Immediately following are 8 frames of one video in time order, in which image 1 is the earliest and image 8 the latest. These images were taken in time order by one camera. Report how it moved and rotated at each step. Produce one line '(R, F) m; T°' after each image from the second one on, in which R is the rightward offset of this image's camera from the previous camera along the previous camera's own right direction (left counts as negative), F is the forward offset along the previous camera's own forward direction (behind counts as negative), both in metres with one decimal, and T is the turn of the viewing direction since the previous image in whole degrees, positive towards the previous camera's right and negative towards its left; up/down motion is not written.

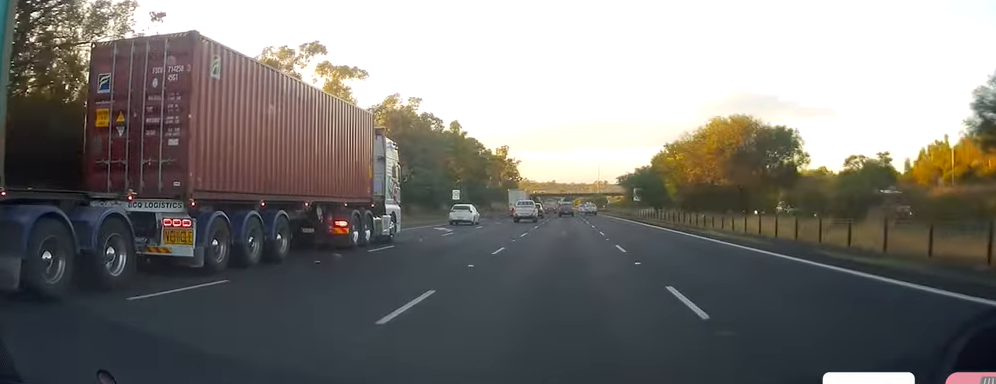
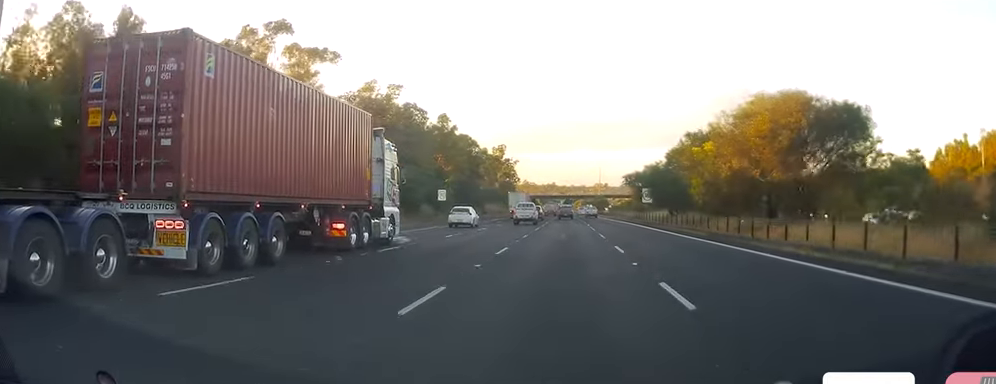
(+0.4, +11.1) m; 0°
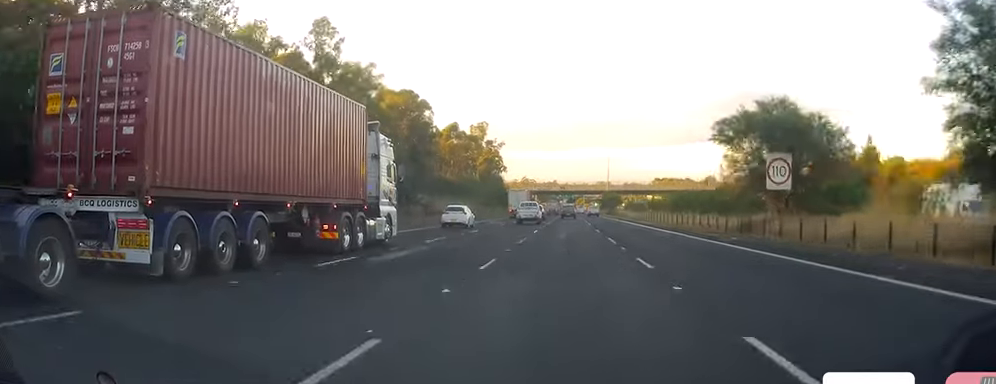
(-0.7, +53.4) m; -1°
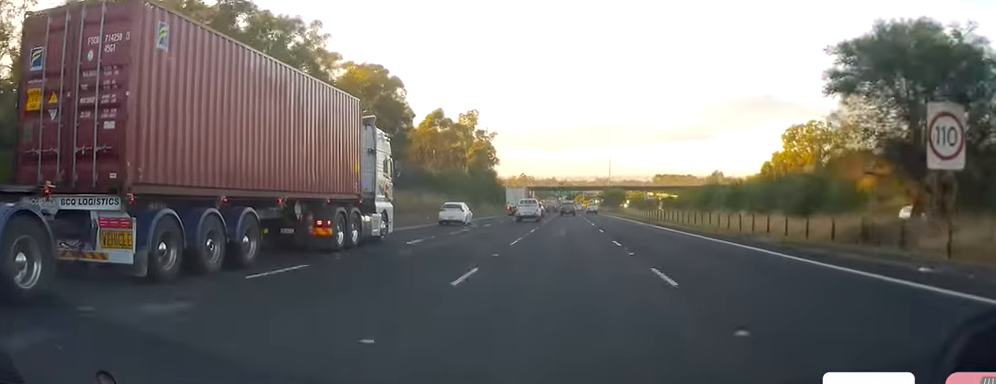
(-0.2, +15.7) m; +1°
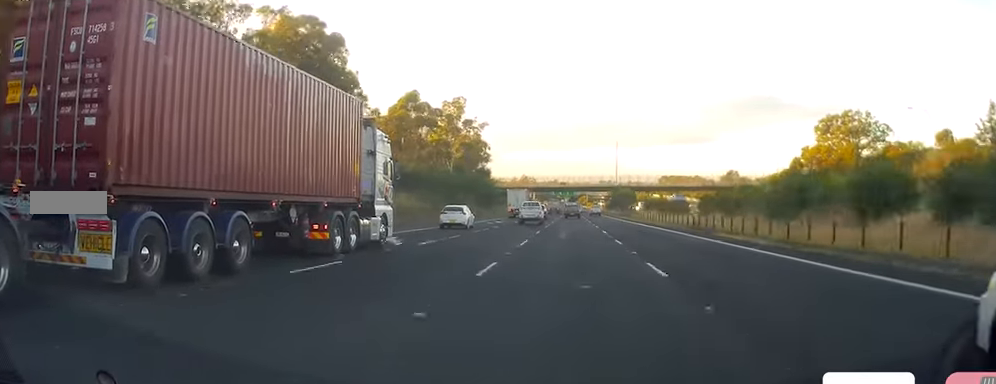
(+0.6, +22.2) m; 0°
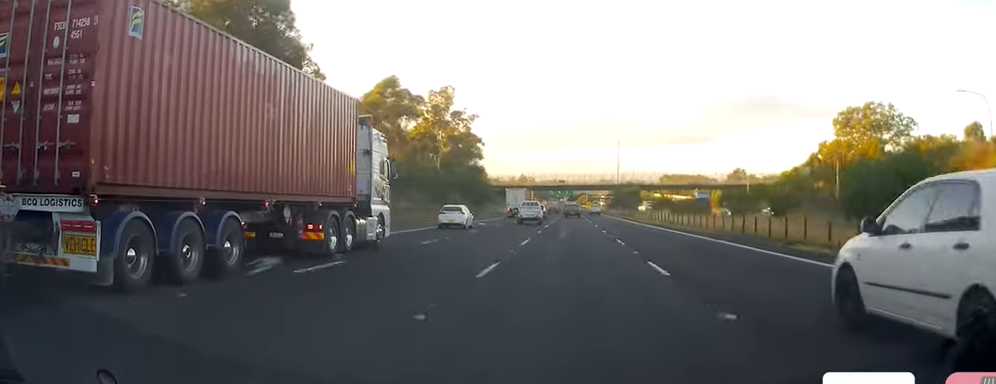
(+0.1, +12.1) m; 0°
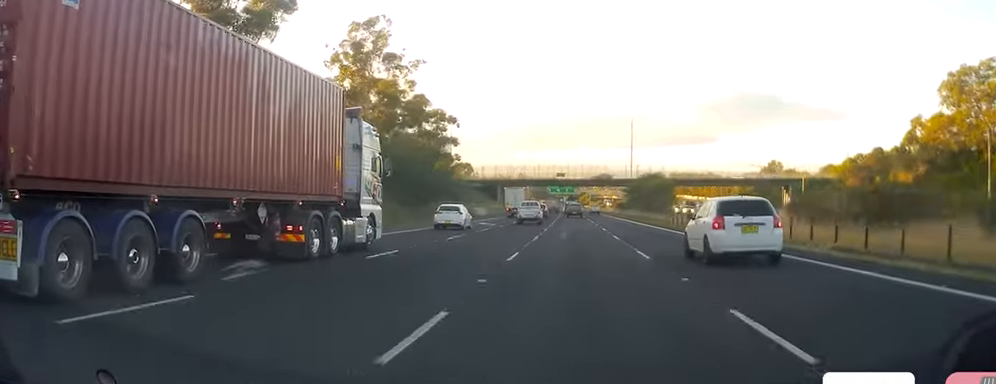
(-0.7, +43.7) m; -1°
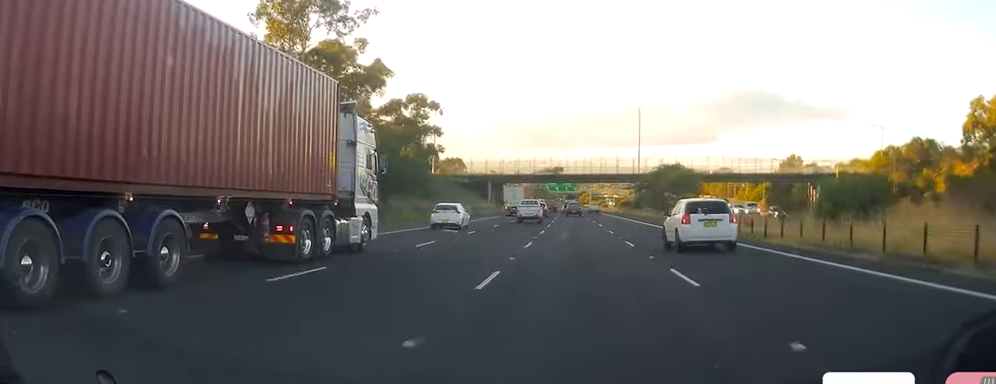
(0.0, +18.6) m; 0°
